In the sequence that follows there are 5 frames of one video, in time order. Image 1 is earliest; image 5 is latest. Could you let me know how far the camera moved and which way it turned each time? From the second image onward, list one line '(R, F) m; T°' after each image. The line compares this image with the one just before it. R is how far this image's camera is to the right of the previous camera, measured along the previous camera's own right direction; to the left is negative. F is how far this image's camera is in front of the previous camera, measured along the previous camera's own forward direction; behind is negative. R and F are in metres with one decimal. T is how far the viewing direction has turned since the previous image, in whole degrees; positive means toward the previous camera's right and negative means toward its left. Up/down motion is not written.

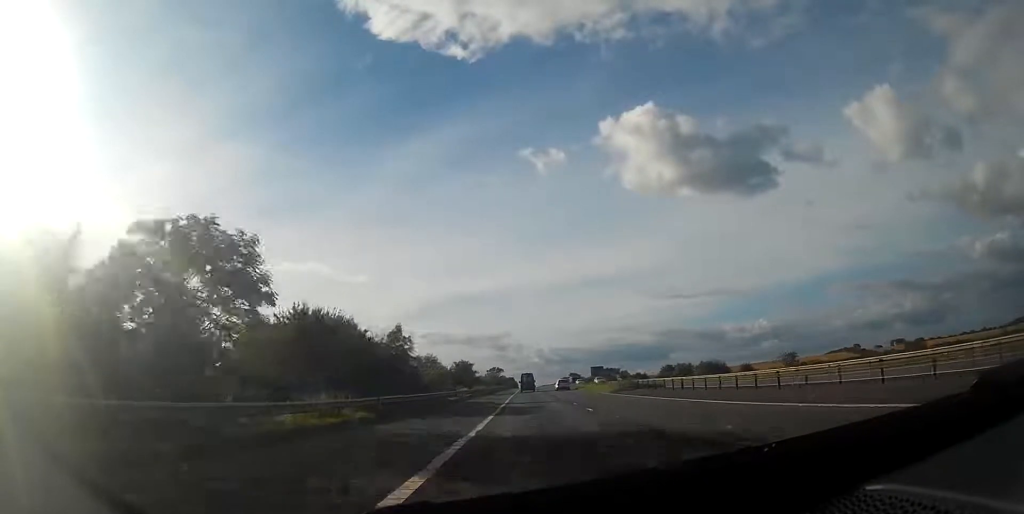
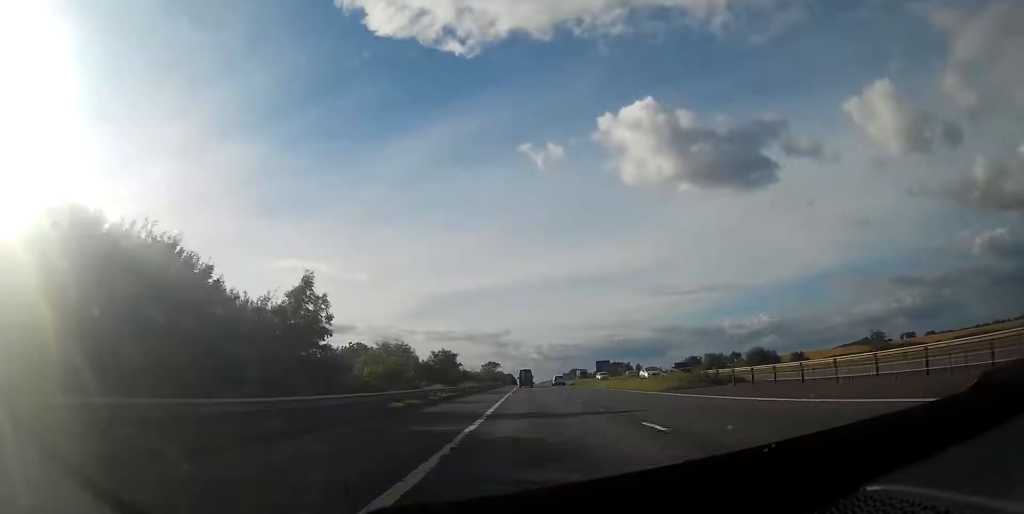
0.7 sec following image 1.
(0.0, +19.1) m; 0°
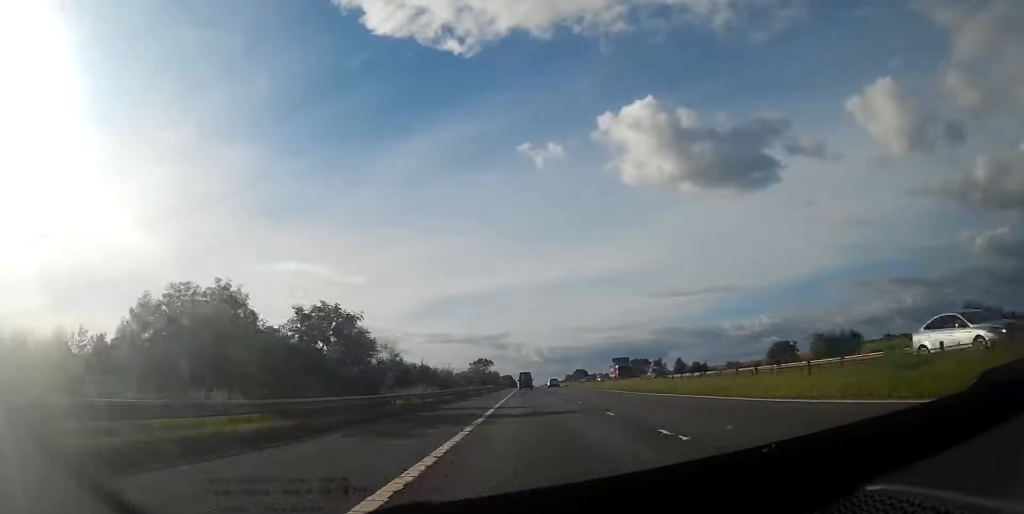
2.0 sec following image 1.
(-0.1, +39.2) m; 0°
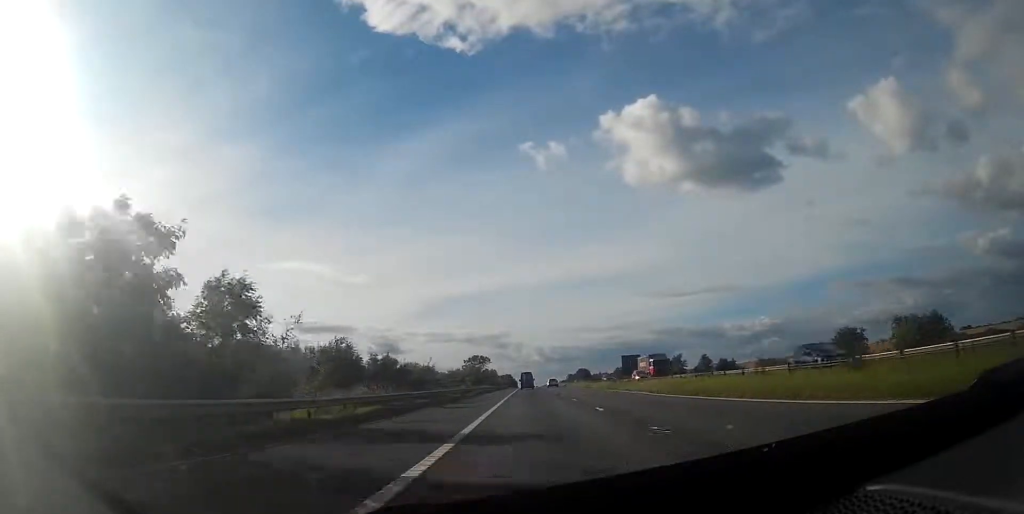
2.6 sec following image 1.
(+0.1, +15.2) m; 0°
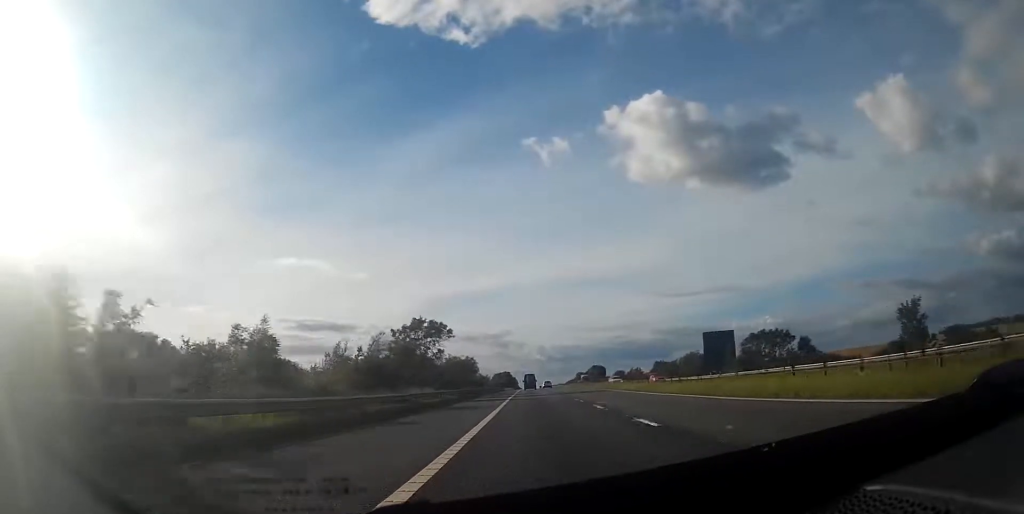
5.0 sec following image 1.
(-0.5, +70.2) m; -1°
